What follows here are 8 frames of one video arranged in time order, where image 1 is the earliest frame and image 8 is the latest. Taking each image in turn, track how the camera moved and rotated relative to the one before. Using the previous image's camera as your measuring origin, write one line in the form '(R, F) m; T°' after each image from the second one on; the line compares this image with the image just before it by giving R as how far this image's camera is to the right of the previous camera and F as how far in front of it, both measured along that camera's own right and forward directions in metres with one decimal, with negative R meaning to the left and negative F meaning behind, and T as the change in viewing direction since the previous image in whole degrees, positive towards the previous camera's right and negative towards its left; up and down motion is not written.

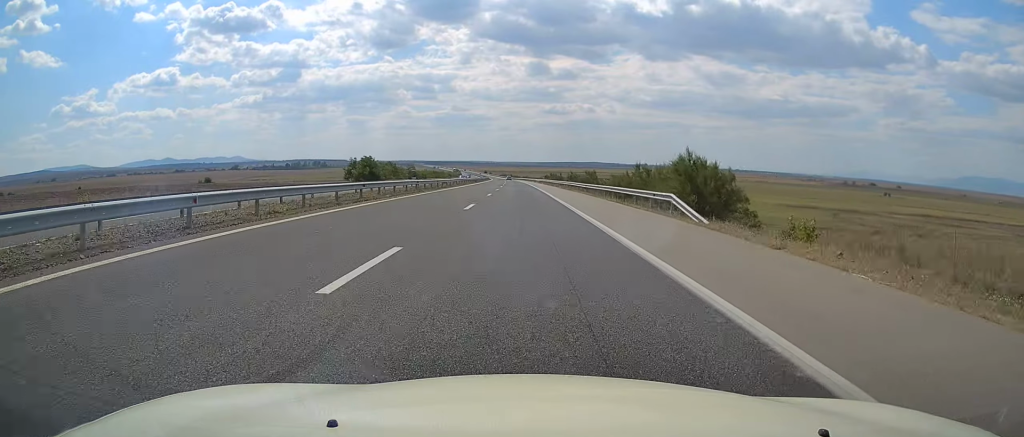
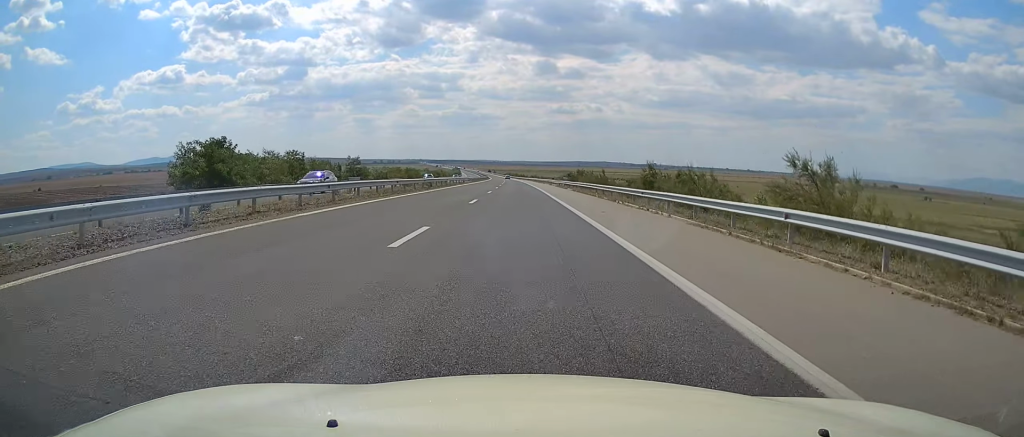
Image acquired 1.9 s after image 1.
(-0.9, +59.9) m; -2°
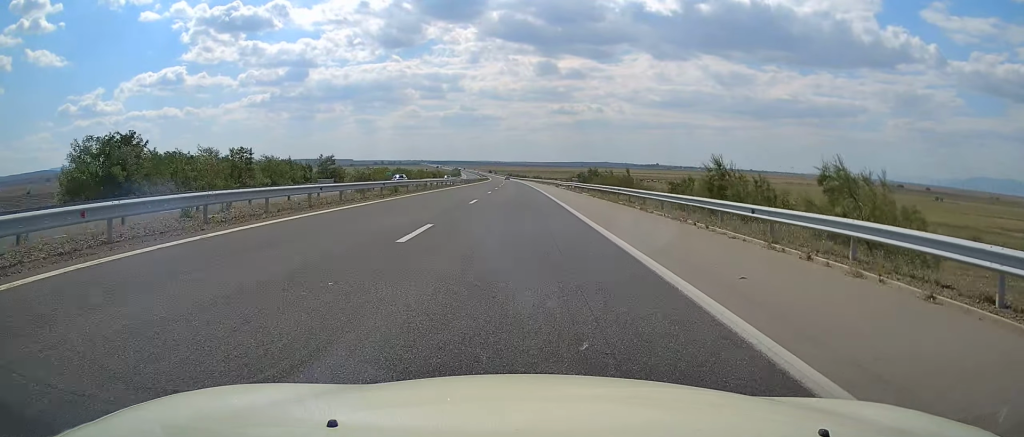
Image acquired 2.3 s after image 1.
(+0.1, +15.0) m; 0°
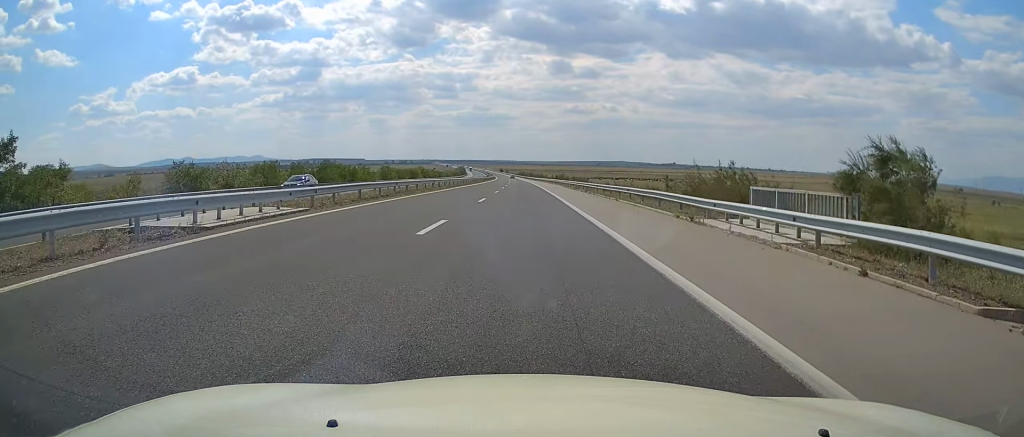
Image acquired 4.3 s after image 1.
(+0.4, +62.0) m; 0°
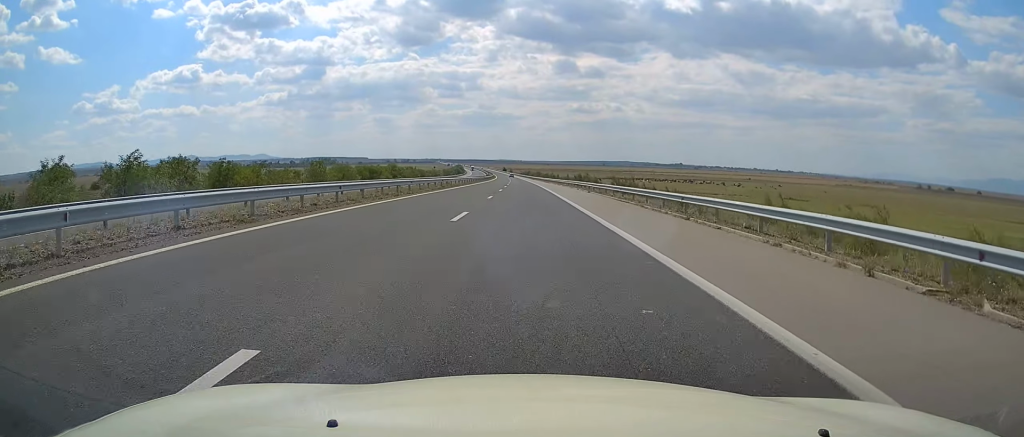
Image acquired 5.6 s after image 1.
(-0.8, +43.8) m; -1°
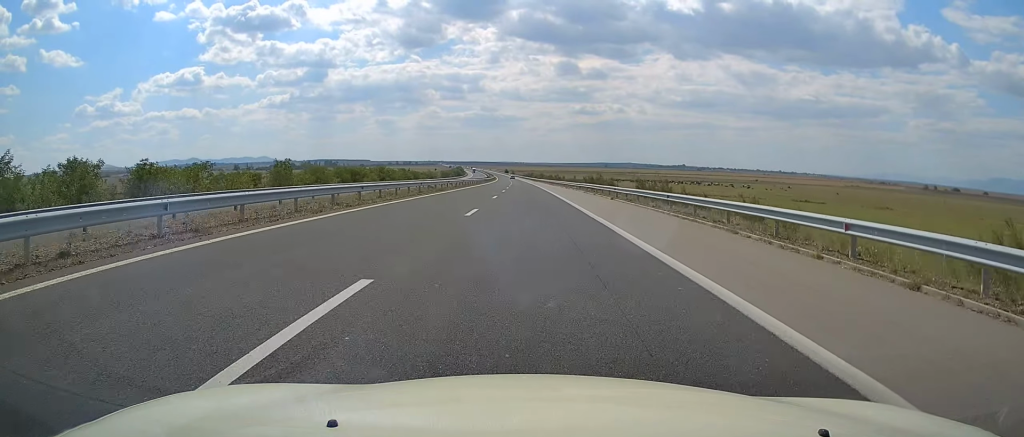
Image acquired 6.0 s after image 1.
(0.0, +12.8) m; 0°
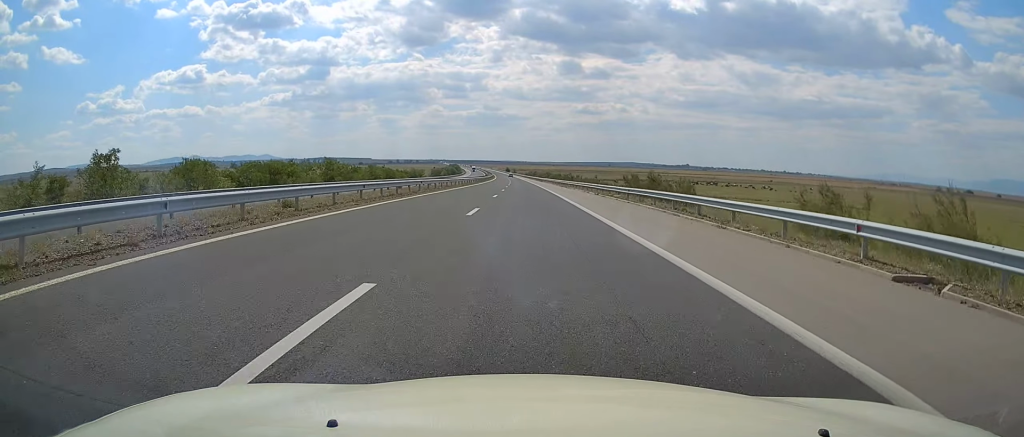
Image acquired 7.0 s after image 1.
(+0.2, +32.1) m; 0°
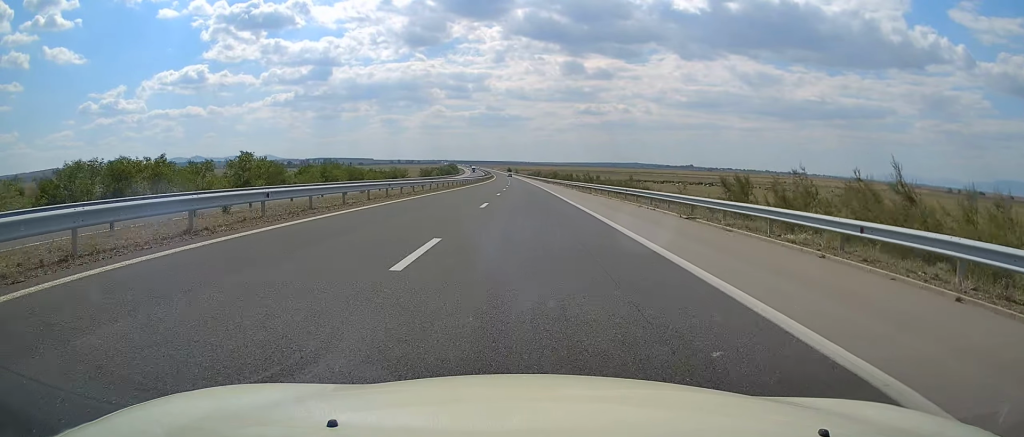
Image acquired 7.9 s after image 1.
(-0.2, +26.8) m; 0°
